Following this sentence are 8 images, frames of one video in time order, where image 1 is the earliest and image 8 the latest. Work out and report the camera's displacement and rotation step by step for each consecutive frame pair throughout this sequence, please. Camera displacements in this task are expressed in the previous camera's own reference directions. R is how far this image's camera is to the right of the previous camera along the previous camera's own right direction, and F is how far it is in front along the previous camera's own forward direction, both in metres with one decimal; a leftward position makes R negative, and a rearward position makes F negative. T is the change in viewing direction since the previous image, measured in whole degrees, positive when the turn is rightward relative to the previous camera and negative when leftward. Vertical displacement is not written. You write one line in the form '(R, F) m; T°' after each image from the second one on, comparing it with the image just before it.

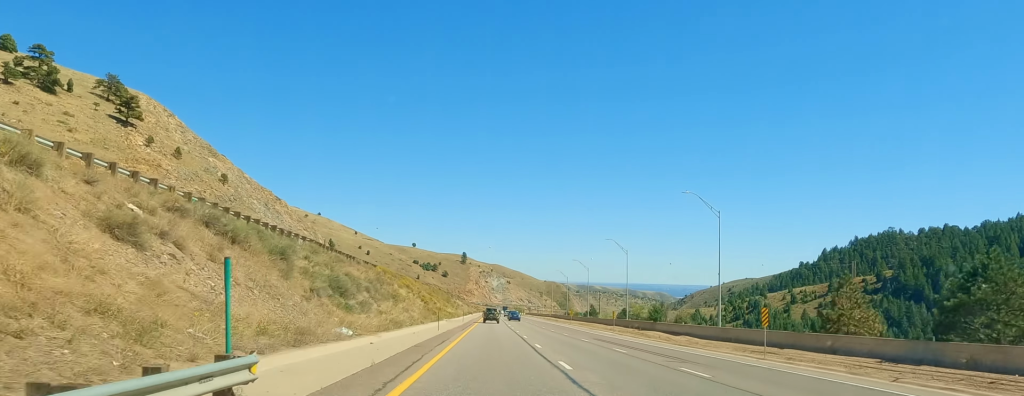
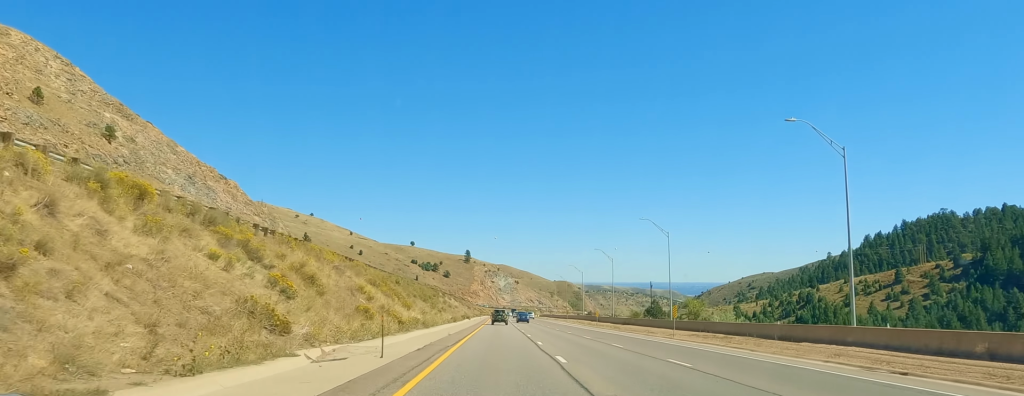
(-0.4, +70.3) m; +1°
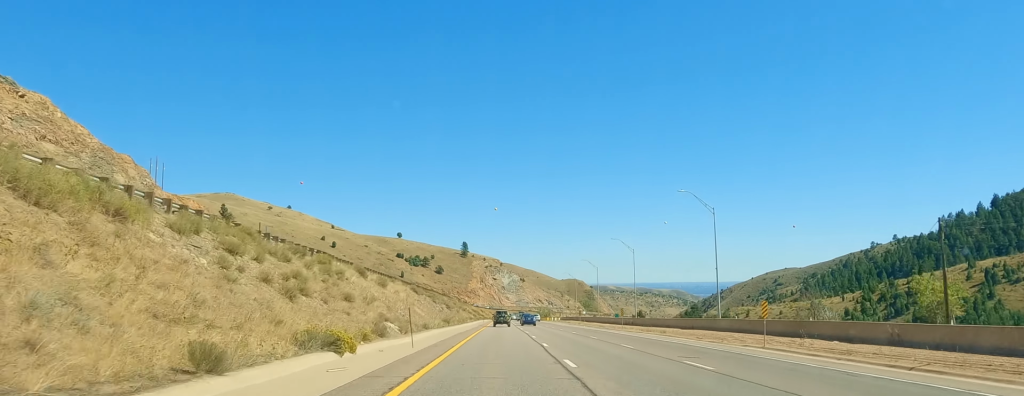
(+1.1, +112.2) m; 0°
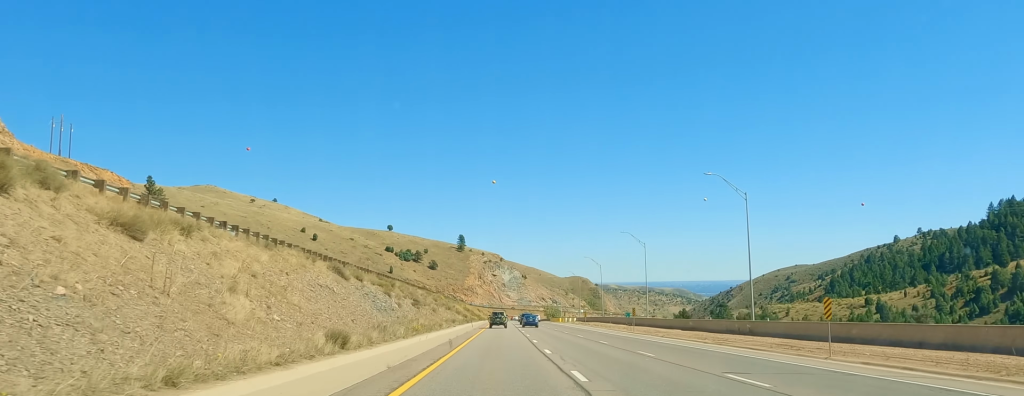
(-0.6, +53.6) m; 0°
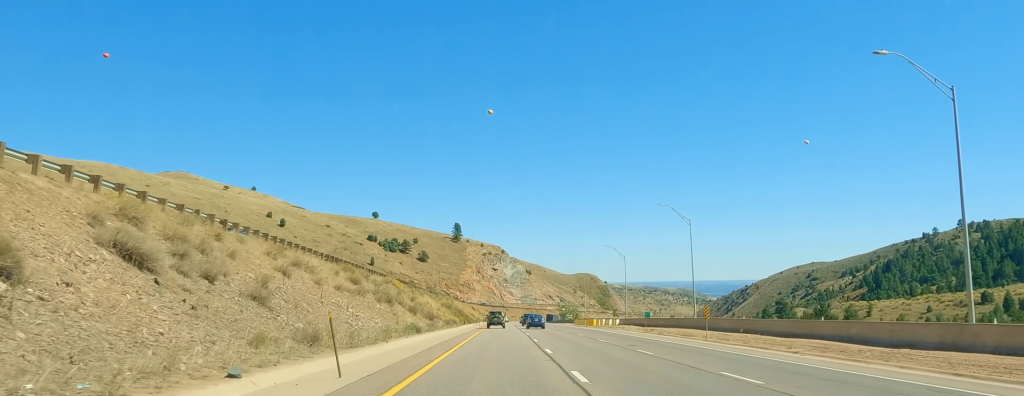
(+0.9, +73.0) m; 0°
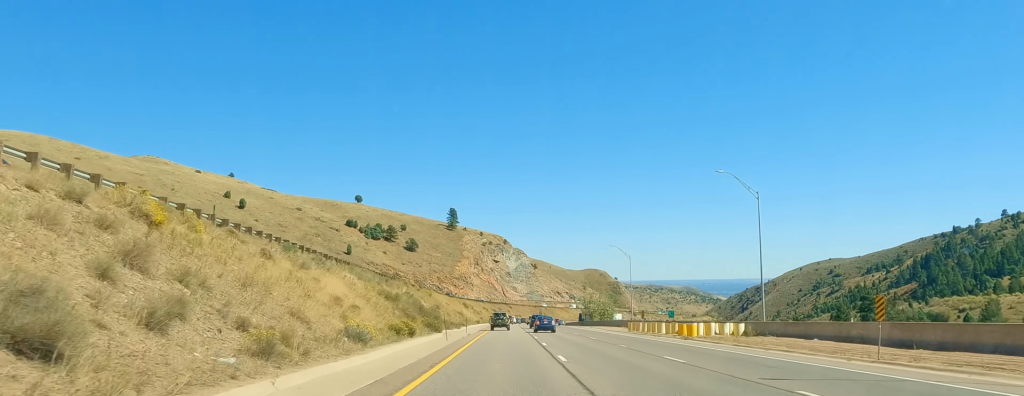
(-1.1, +64.8) m; -1°
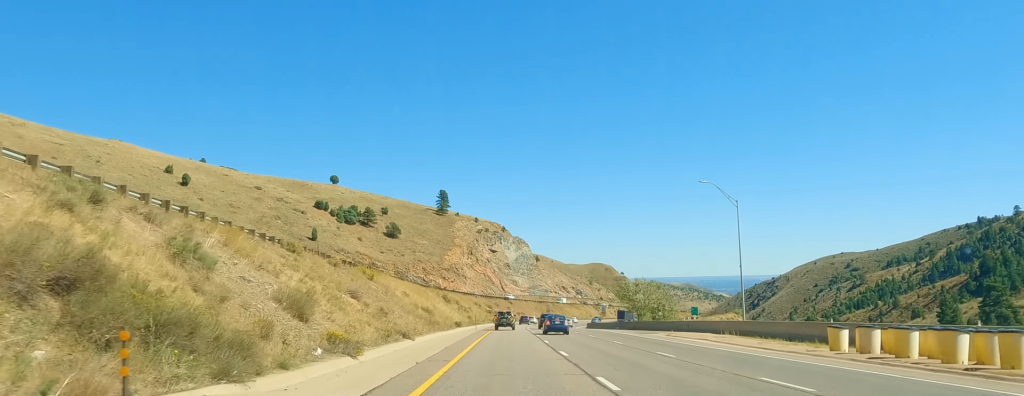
(-0.2, +56.4) m; +1°
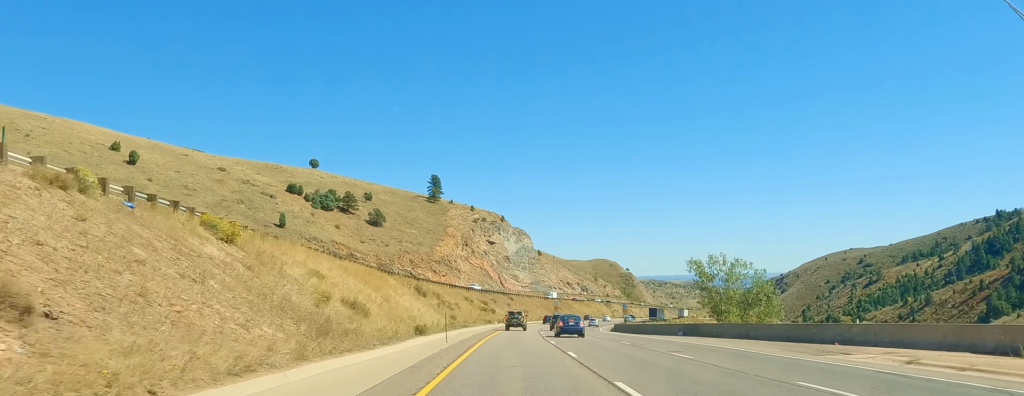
(+0.6, +37.1) m; +2°
